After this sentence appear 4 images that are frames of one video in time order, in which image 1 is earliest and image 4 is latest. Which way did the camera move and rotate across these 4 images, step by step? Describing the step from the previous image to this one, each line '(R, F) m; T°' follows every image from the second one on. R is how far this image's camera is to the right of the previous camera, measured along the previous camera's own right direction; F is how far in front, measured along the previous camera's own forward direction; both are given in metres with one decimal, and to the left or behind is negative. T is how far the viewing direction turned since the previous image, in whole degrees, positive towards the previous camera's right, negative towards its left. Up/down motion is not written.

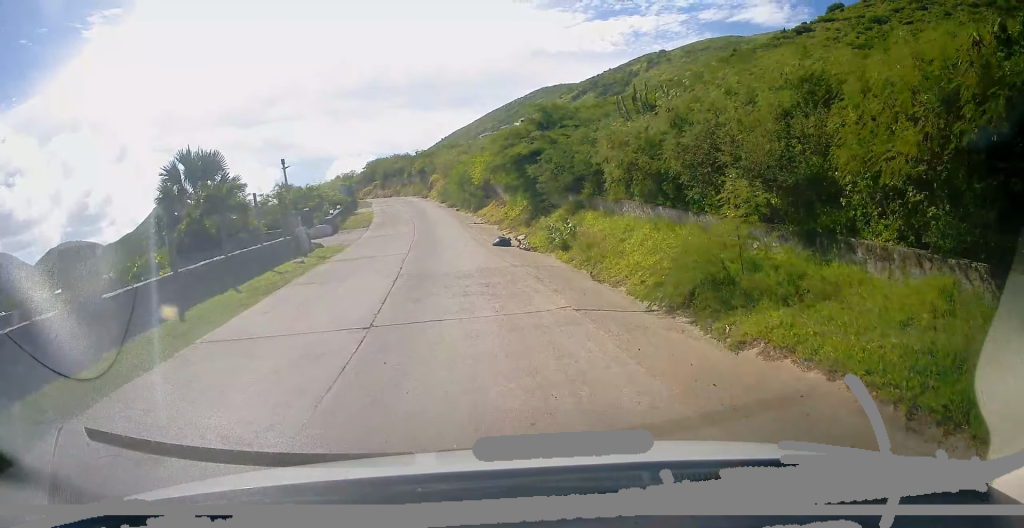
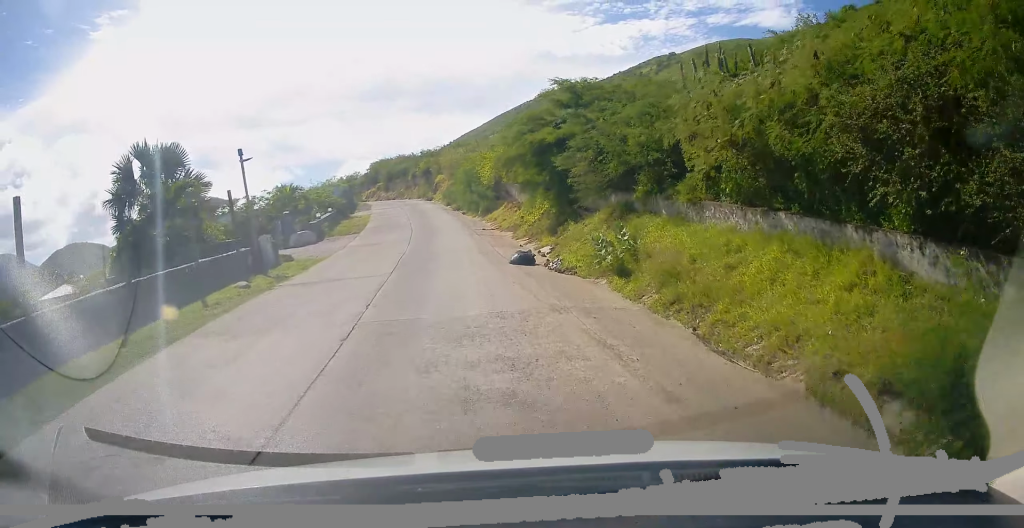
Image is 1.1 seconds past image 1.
(+0.2, +5.0) m; +5°
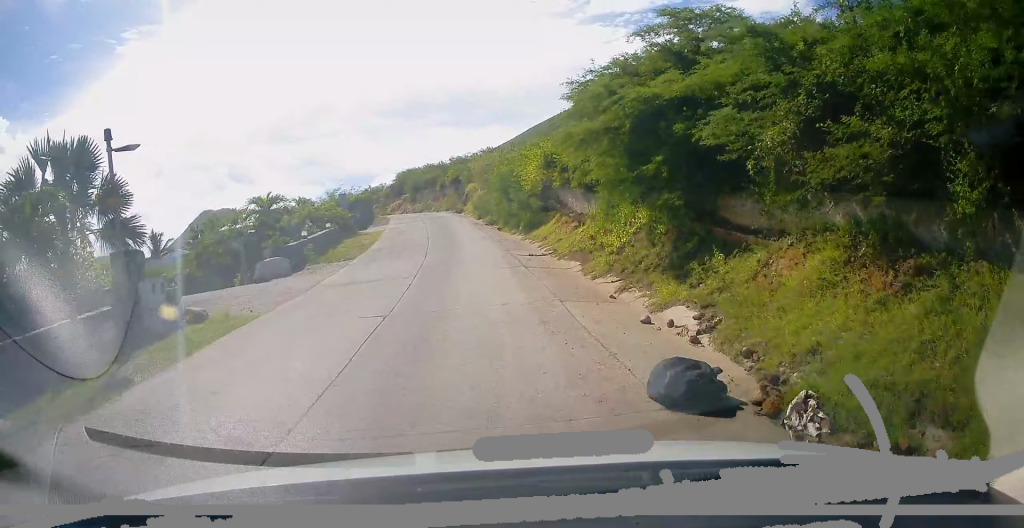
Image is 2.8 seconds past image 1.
(-0.3, +8.3) m; -8°
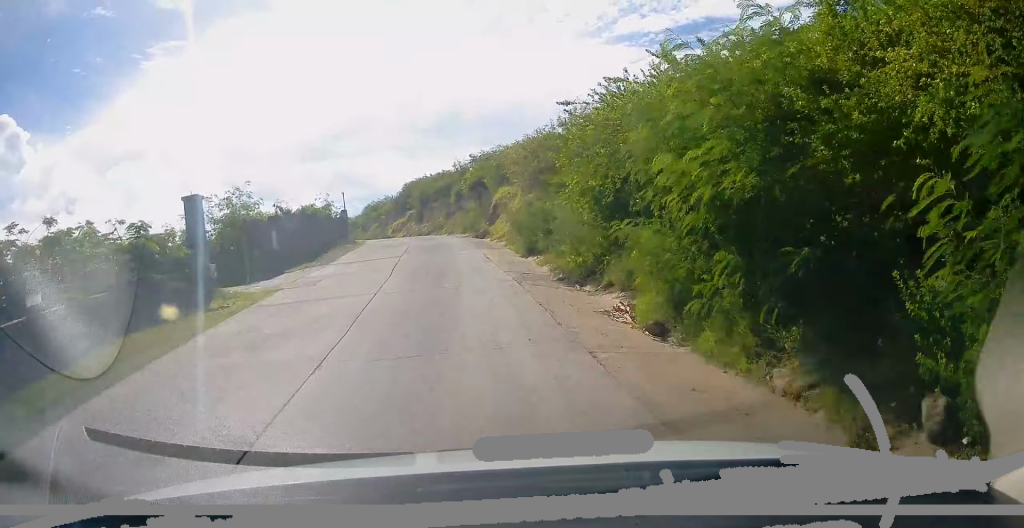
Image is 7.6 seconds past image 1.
(-0.1, +23.1) m; 0°
